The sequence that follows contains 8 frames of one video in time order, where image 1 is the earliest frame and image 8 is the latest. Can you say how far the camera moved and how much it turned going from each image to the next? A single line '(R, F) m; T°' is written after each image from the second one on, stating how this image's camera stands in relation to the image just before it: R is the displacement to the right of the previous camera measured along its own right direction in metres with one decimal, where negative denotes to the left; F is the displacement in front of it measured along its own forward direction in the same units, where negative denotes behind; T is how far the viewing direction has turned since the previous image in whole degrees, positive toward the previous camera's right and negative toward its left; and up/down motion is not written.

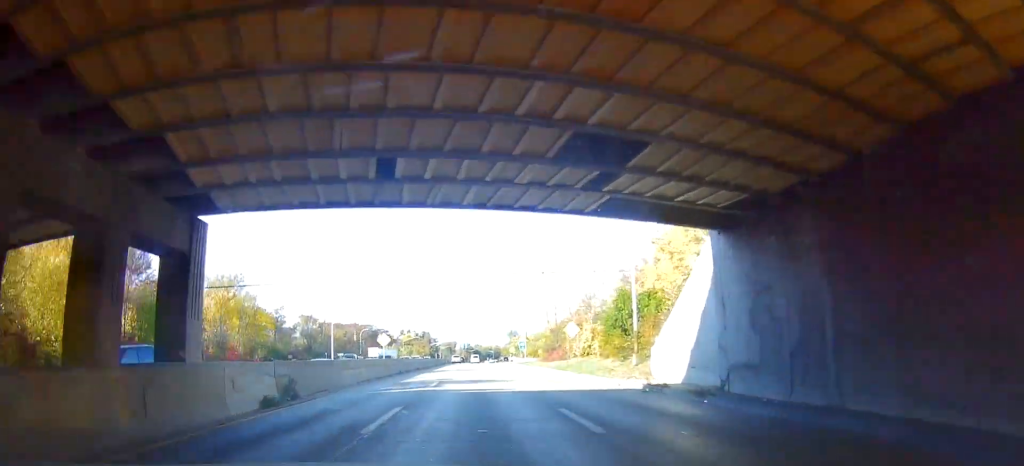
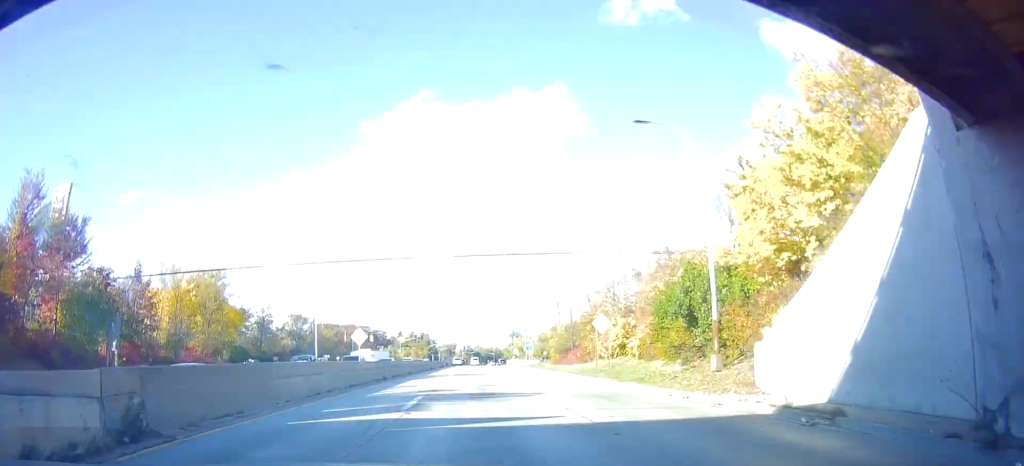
(+0.2, +10.3) m; 0°
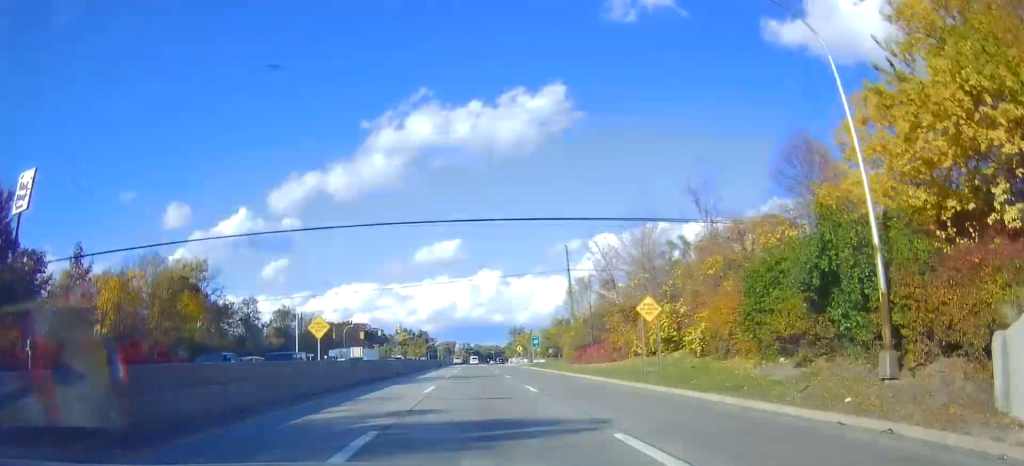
(-0.3, +9.6) m; -1°
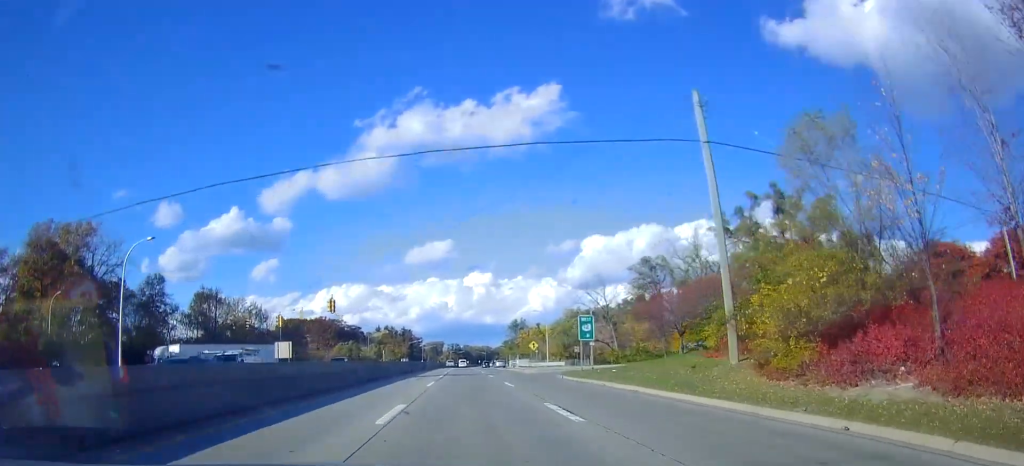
(0.0, +39.8) m; +1°
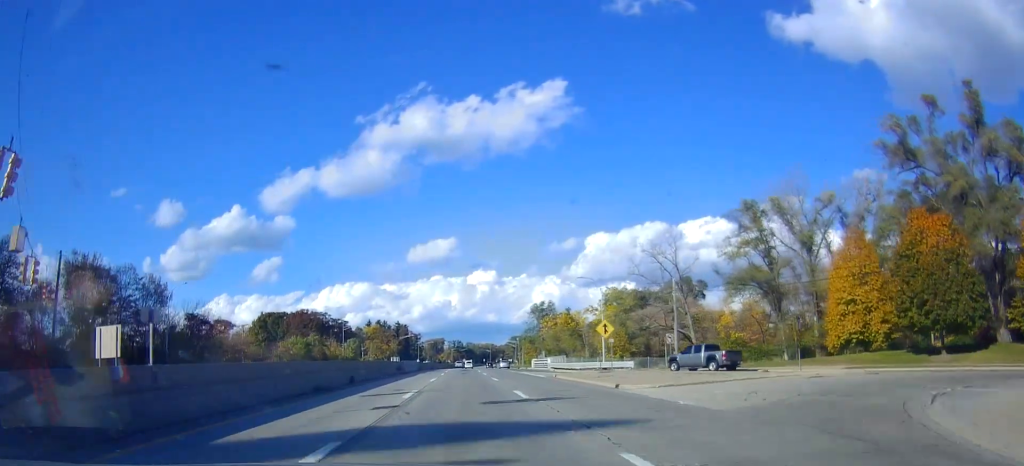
(-0.2, +38.7) m; 0°
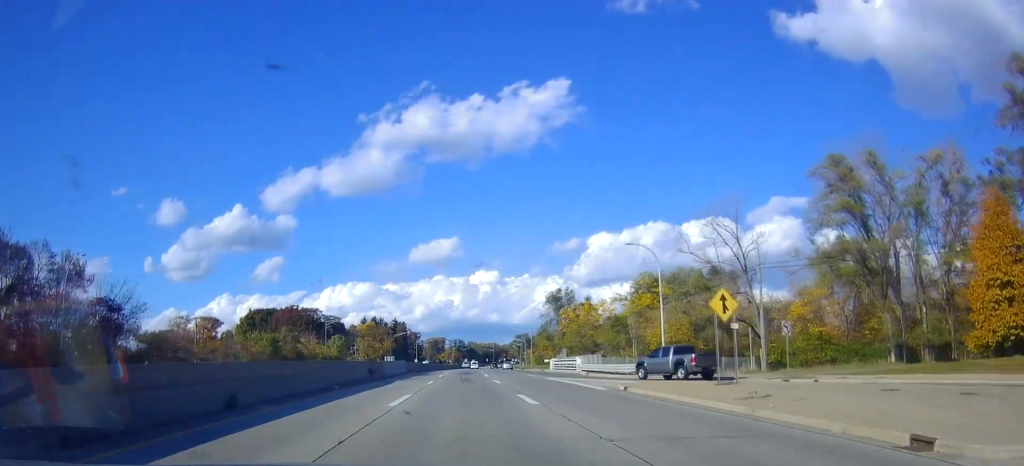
(+0.5, +18.0) m; 0°
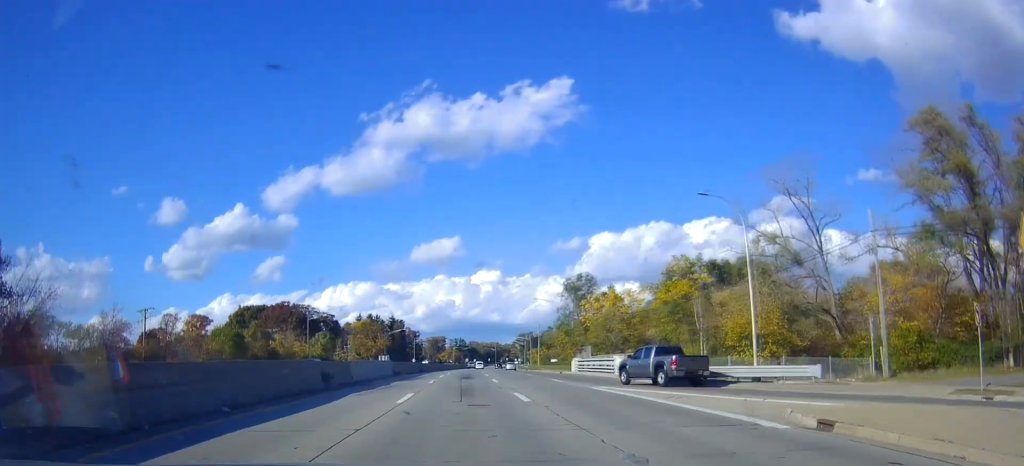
(-0.4, +13.9) m; -1°
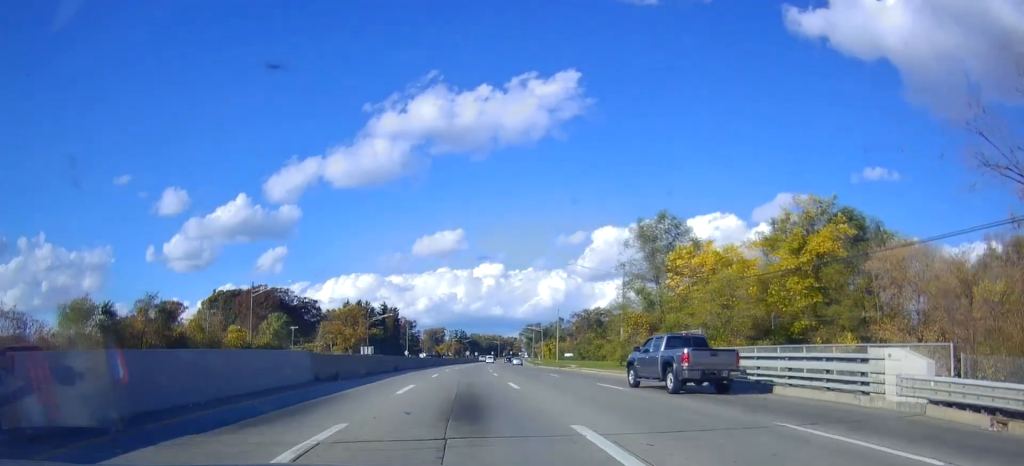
(+0.2, +27.8) m; -1°
